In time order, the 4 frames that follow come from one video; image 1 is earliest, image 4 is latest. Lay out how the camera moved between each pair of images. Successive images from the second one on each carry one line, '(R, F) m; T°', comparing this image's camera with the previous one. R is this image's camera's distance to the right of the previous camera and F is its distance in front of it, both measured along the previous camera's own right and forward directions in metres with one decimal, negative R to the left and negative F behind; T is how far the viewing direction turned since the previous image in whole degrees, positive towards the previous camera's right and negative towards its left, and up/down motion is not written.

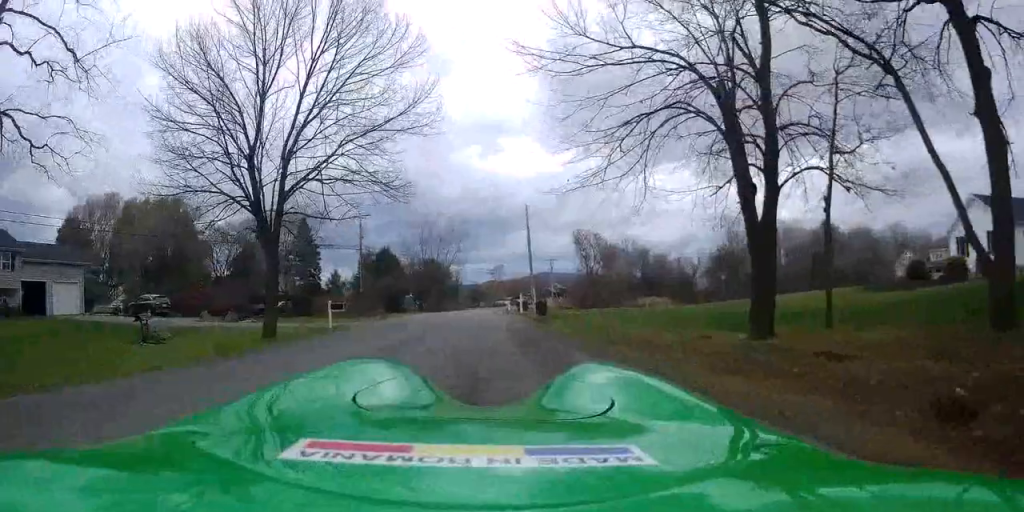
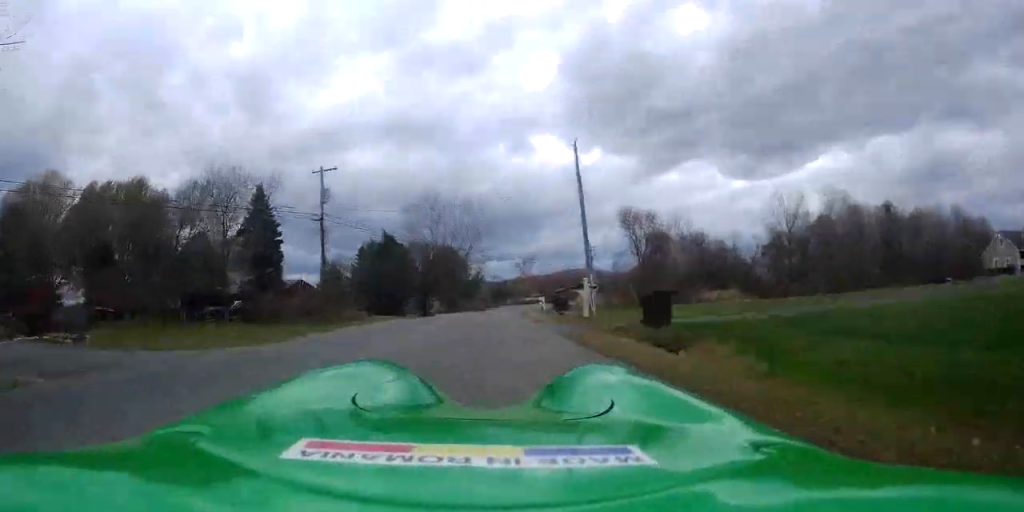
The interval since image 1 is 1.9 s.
(+0.1, +20.9) m; -2°
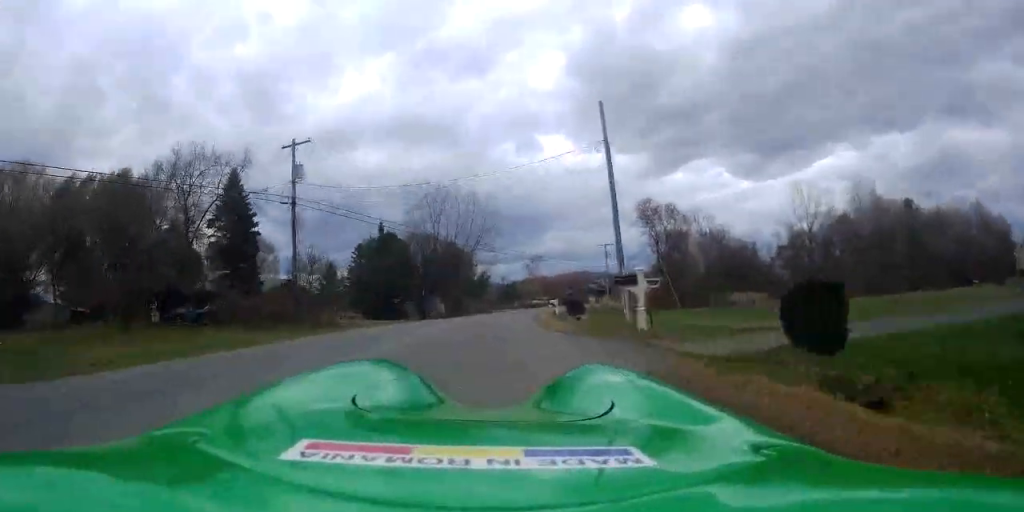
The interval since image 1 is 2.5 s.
(-0.2, +6.9) m; -1°
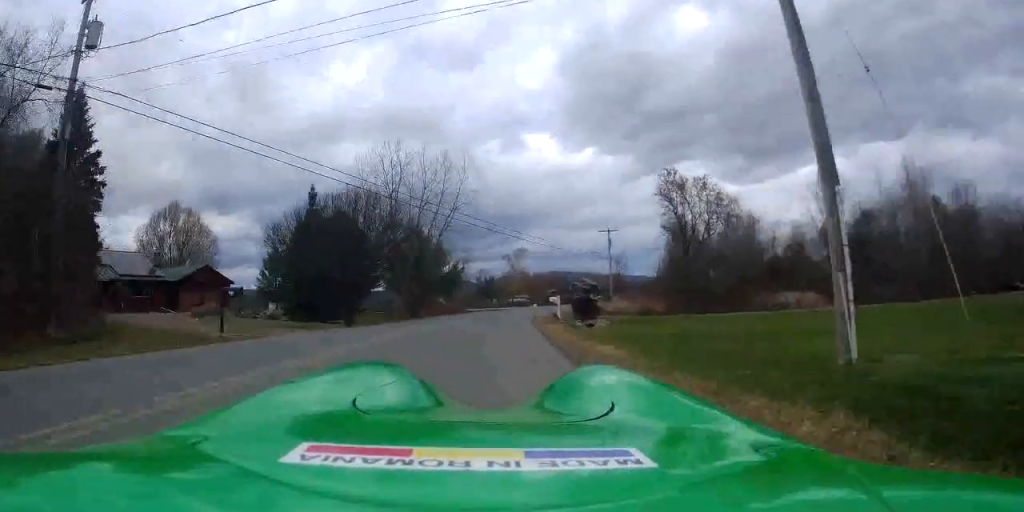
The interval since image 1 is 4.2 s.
(-0.2, +18.4) m; +1°
